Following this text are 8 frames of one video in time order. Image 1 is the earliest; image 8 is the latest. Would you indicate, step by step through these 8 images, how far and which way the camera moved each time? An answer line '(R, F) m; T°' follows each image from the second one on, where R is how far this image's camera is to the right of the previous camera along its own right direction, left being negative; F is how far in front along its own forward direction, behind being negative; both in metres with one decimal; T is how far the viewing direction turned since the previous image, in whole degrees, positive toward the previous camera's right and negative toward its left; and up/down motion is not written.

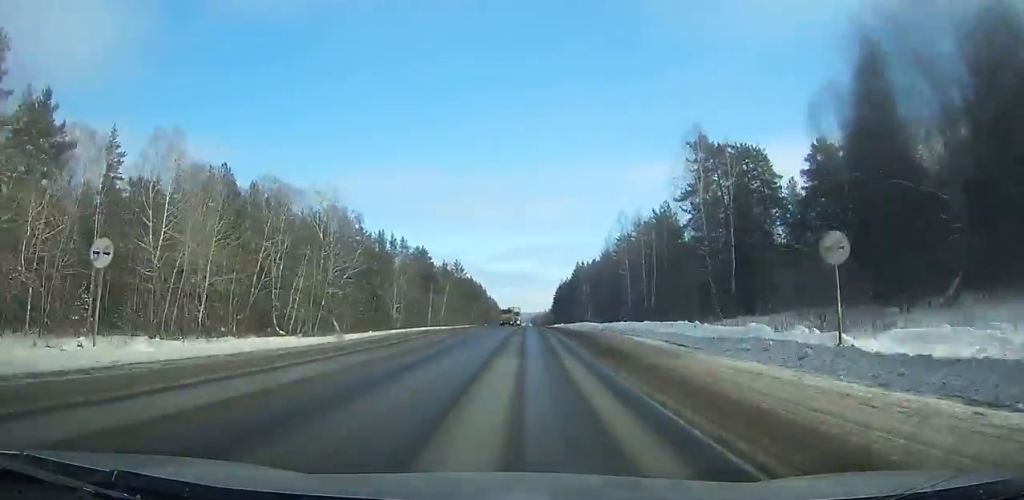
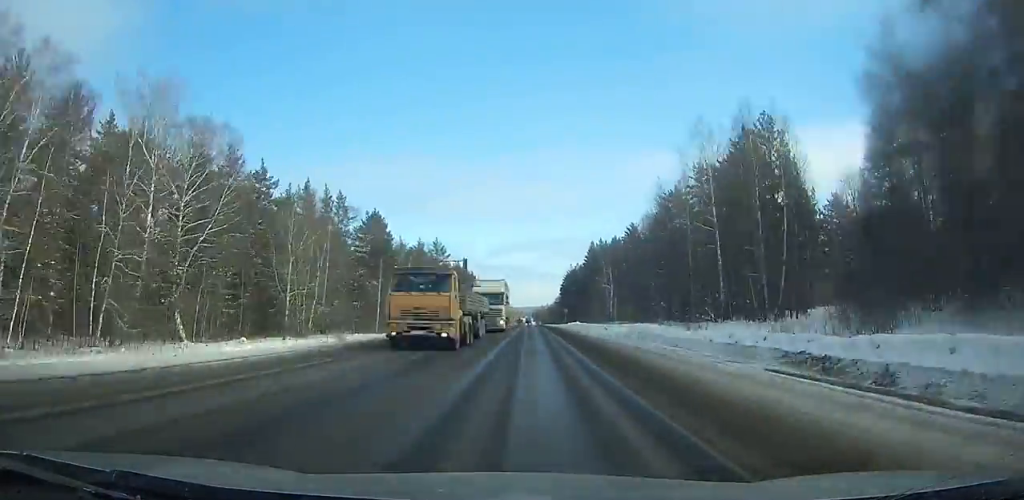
(+0.1, +47.7) m; 0°
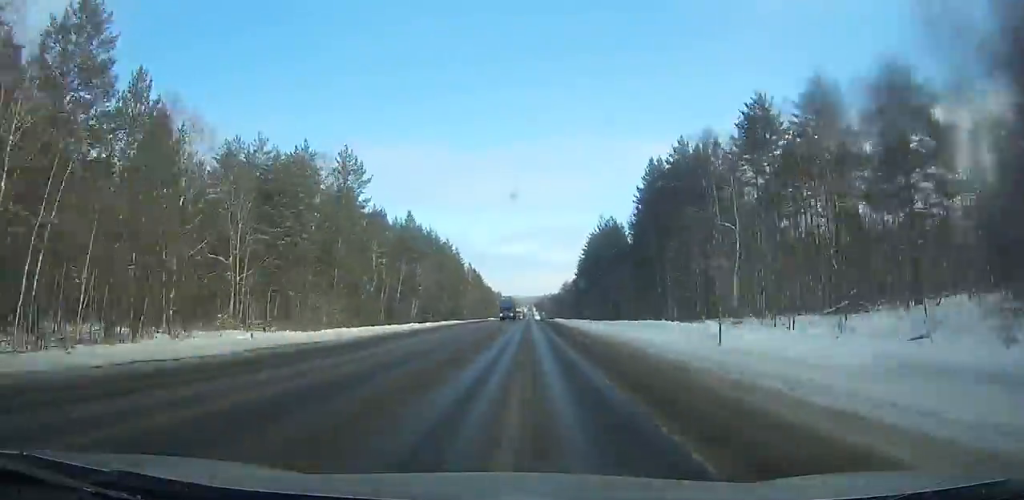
(-0.1, +82.2) m; 0°
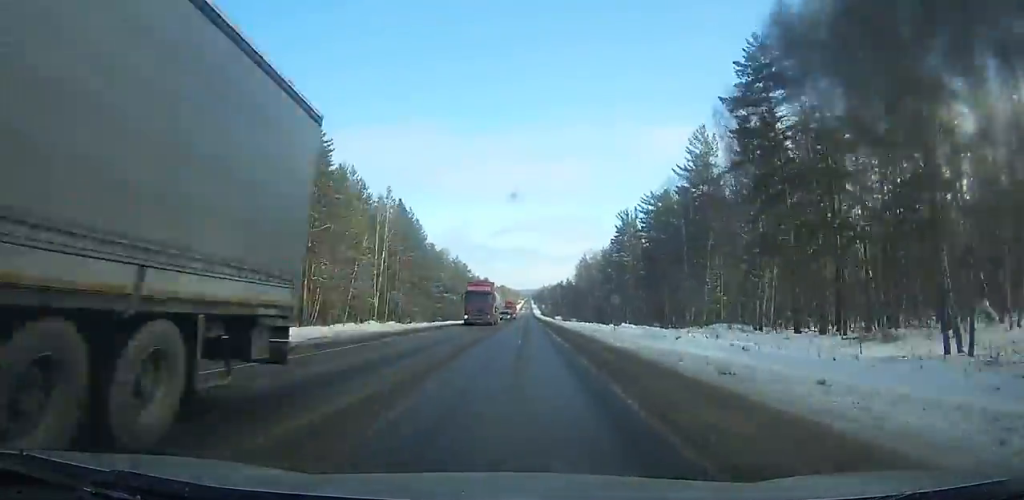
(-0.1, +123.0) m; 0°
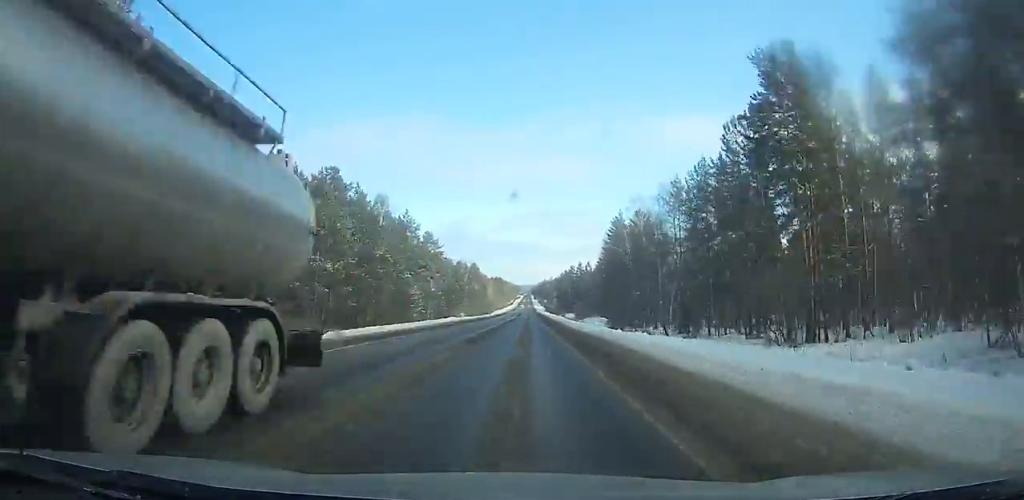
(+0.2, +81.2) m; 0°
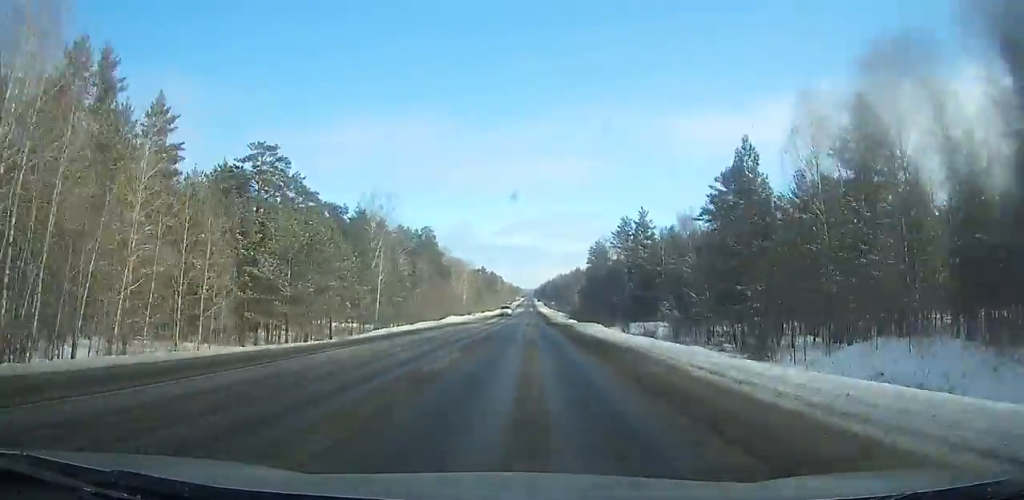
(0.0, +139.6) m; 0°
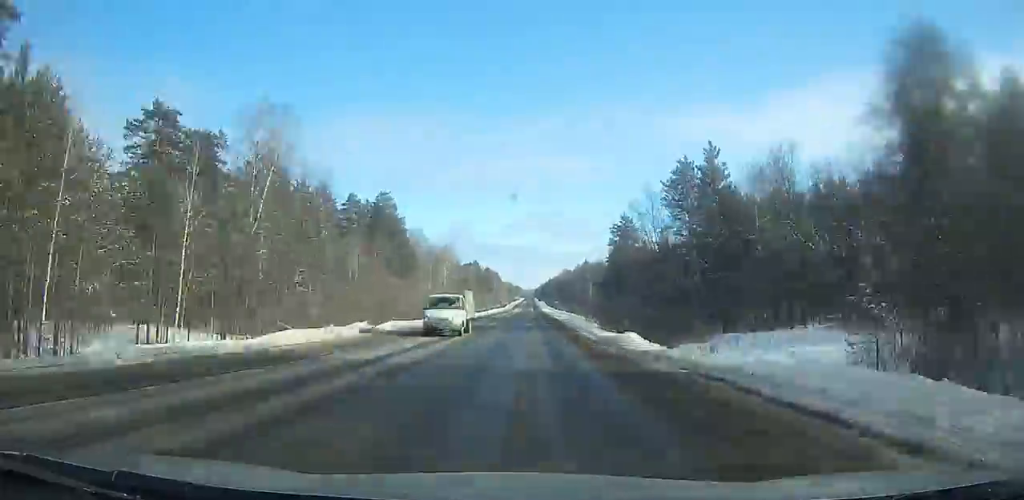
(0.0, +46.8) m; 0°
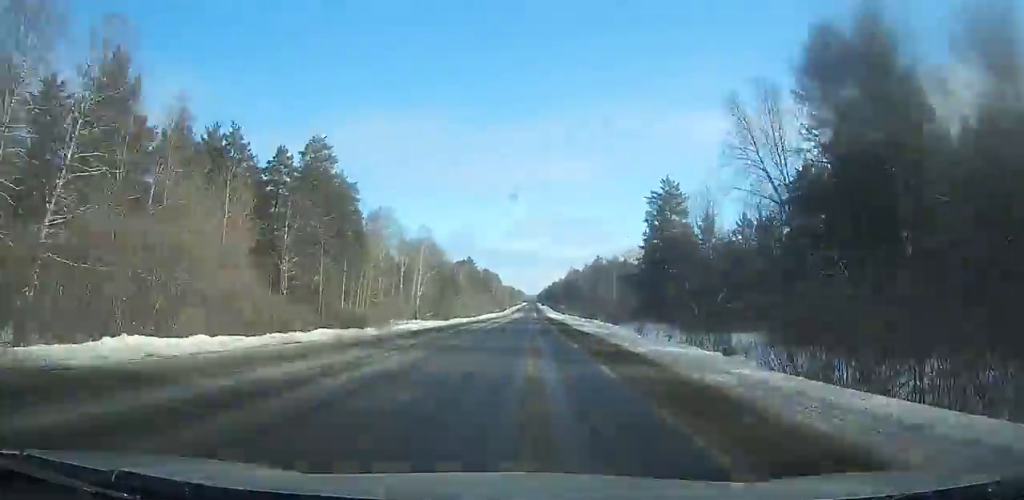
(0.0, +35.9) m; 0°
